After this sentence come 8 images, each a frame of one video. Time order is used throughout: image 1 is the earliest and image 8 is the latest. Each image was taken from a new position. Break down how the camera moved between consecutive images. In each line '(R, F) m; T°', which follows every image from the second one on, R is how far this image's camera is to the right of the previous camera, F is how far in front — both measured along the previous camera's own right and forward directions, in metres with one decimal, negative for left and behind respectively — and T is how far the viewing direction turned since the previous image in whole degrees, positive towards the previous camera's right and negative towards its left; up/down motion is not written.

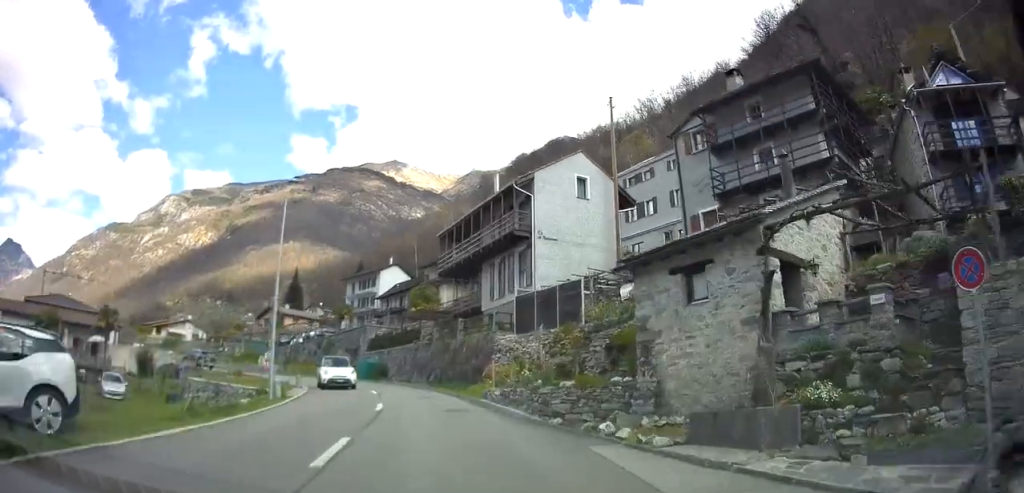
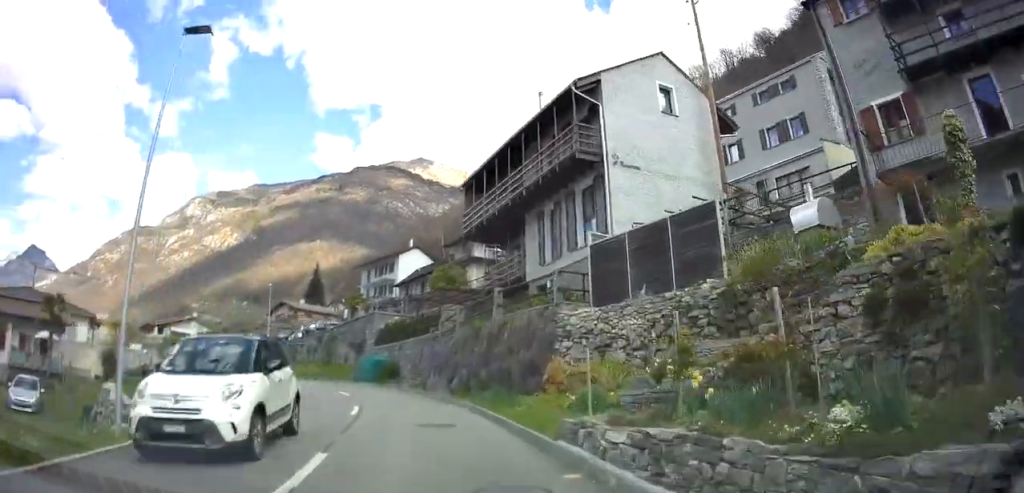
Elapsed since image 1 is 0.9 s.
(-0.4, +11.9) m; -4°
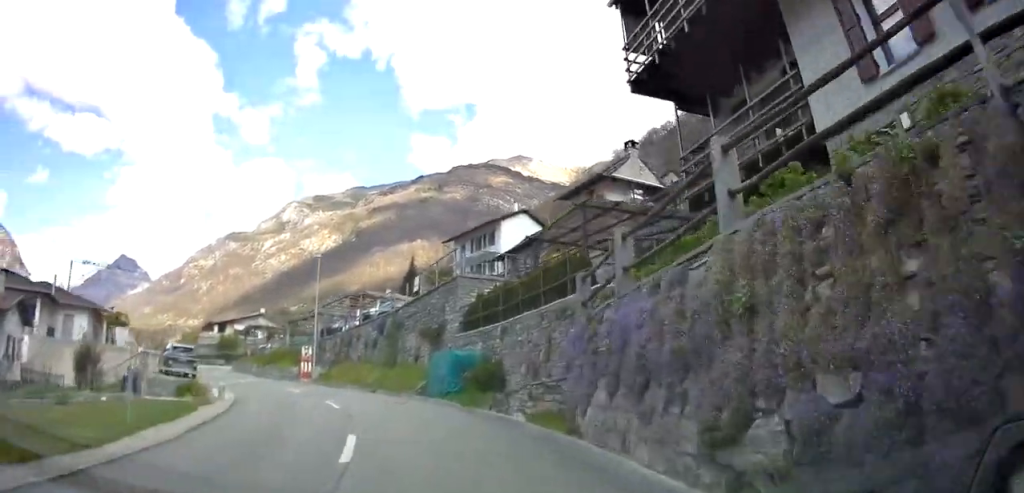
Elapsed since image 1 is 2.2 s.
(-1.1, +17.2) m; -10°
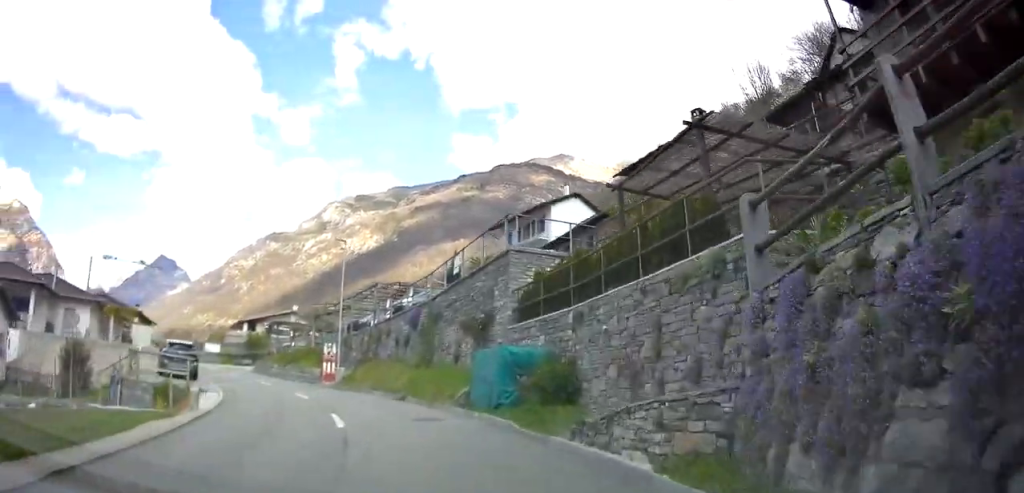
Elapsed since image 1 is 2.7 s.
(-0.1, +5.5) m; -11°
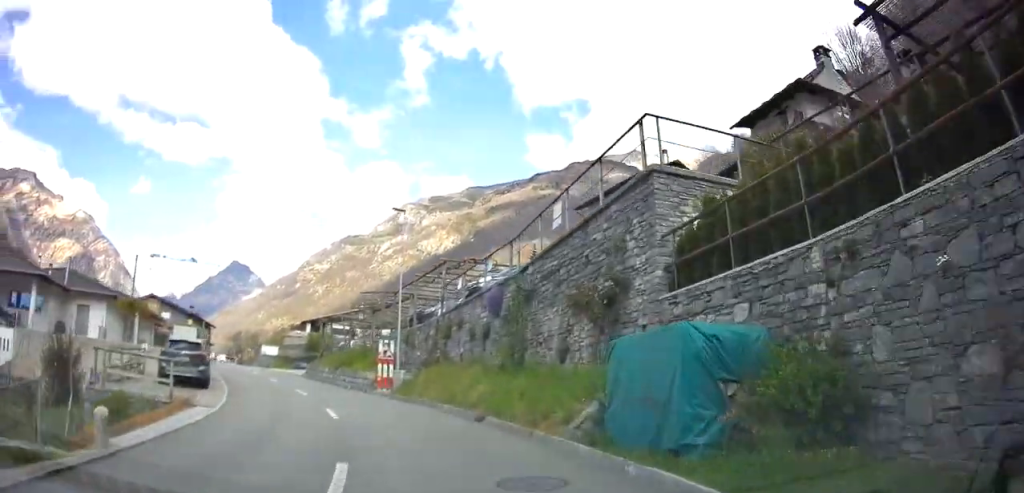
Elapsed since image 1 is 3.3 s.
(-0.2, +7.5) m; -14°
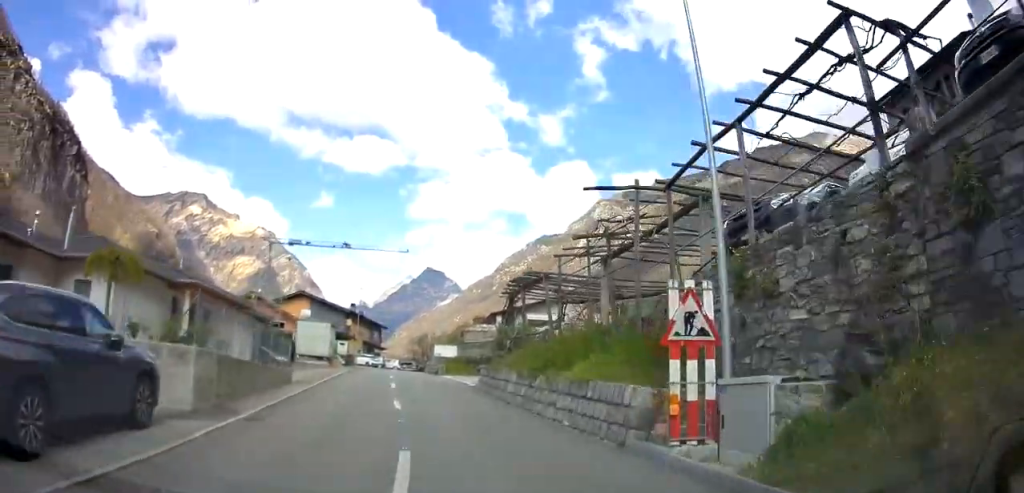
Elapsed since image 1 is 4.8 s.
(-4.4, +17.7) m; -9°
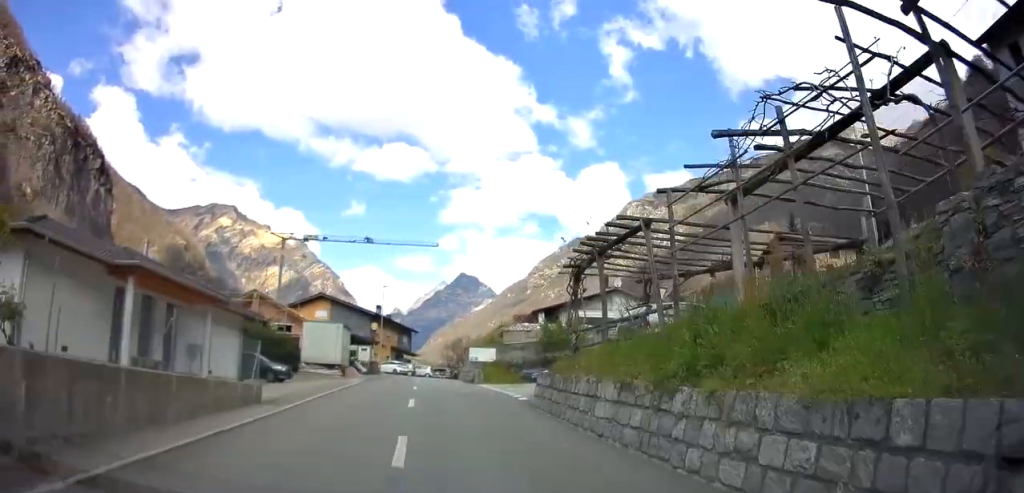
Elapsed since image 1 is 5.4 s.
(+0.3, +7.6) m; +2°
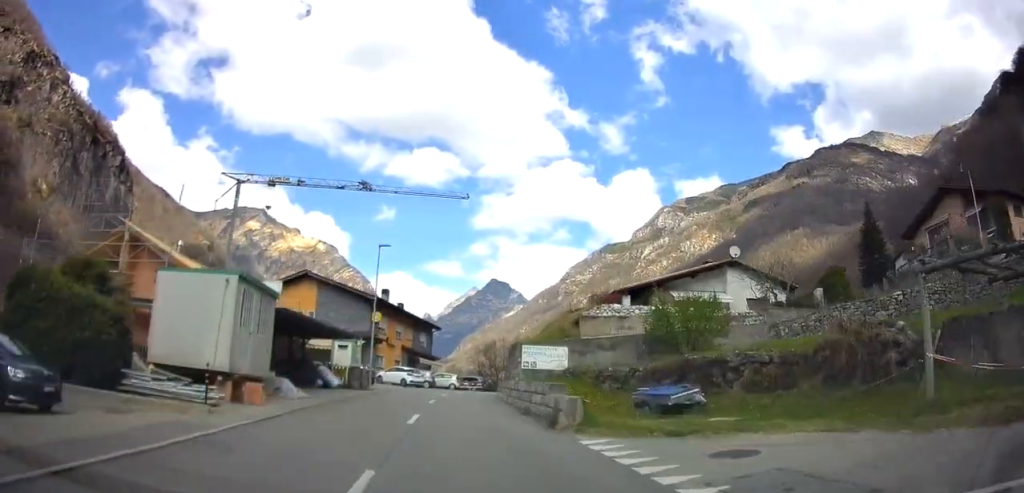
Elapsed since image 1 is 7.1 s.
(-0.2, +20.5) m; -3°
